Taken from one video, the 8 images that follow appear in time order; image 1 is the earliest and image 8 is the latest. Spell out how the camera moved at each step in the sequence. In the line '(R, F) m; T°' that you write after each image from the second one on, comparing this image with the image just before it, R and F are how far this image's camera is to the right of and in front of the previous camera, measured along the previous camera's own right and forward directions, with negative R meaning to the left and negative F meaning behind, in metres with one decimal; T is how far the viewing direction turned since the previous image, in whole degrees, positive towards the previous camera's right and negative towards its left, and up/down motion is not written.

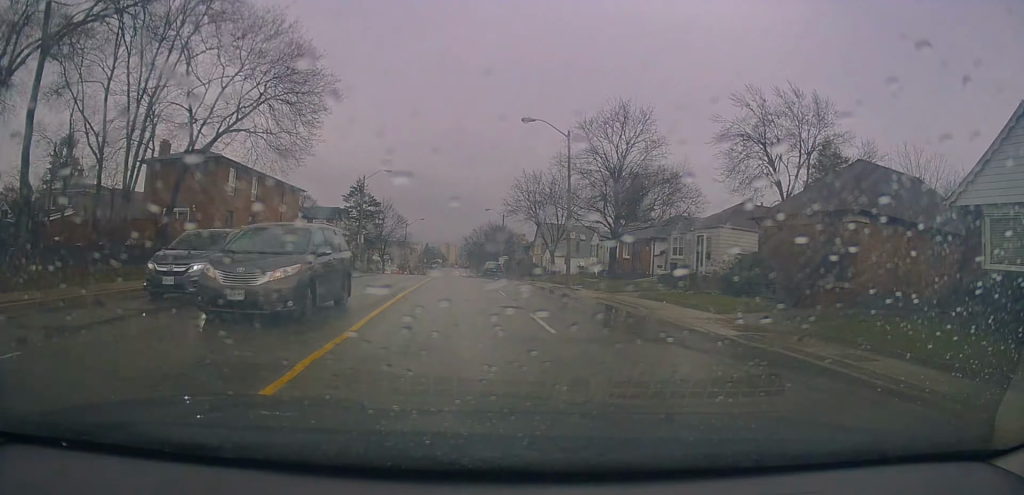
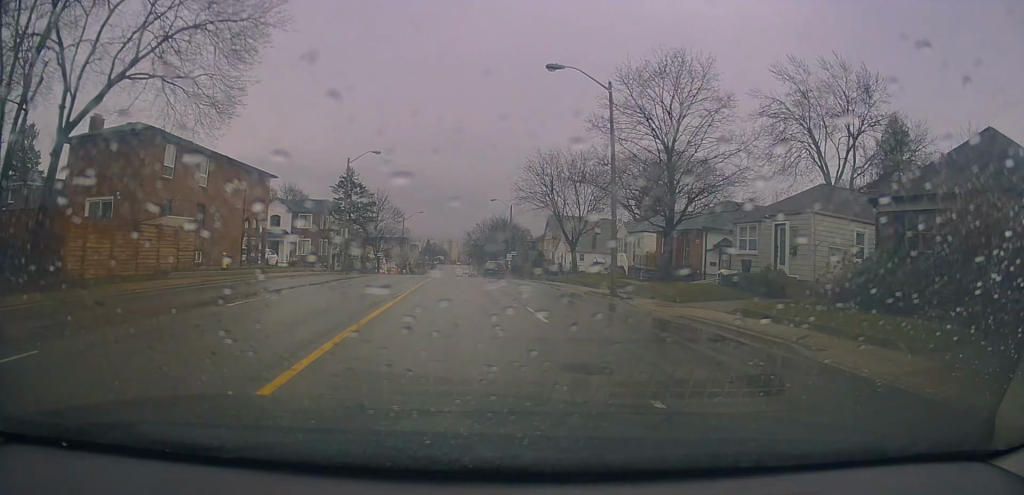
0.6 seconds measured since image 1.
(0.0, +8.2) m; 0°
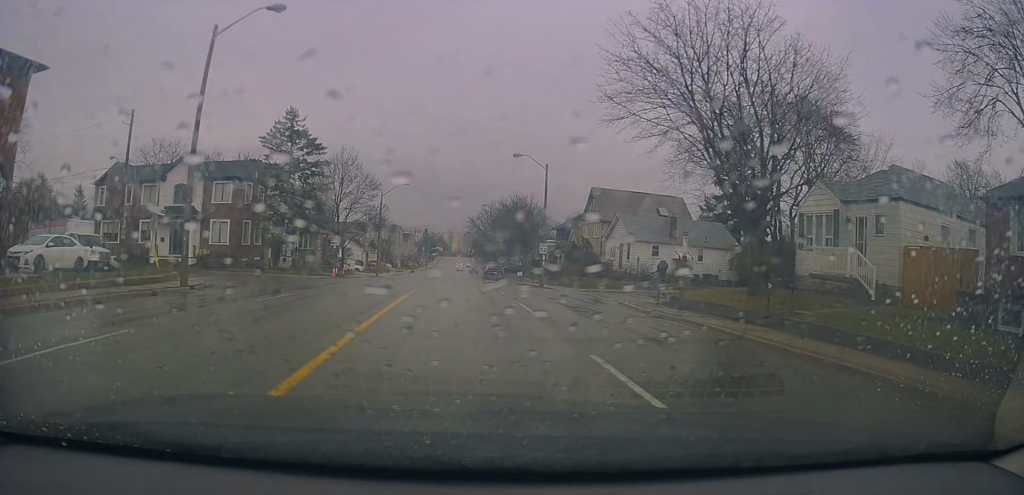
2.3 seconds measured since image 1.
(-0.6, +28.3) m; -2°
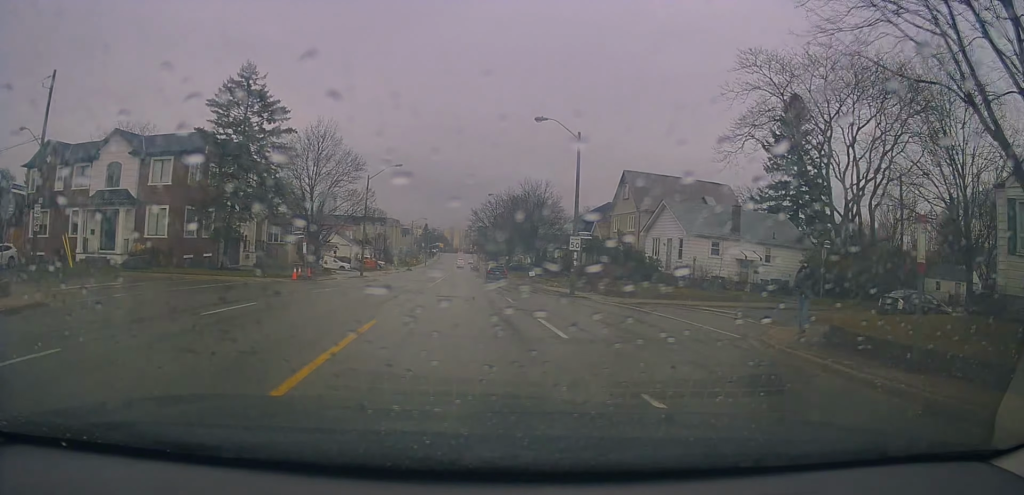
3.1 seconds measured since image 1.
(0.0, +12.9) m; +1°
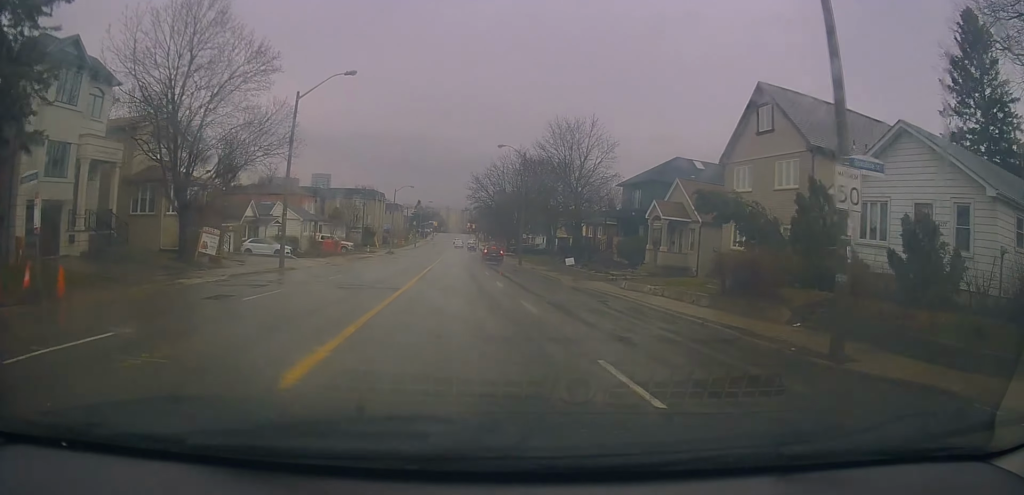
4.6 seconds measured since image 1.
(+0.6, +24.2) m; +2°
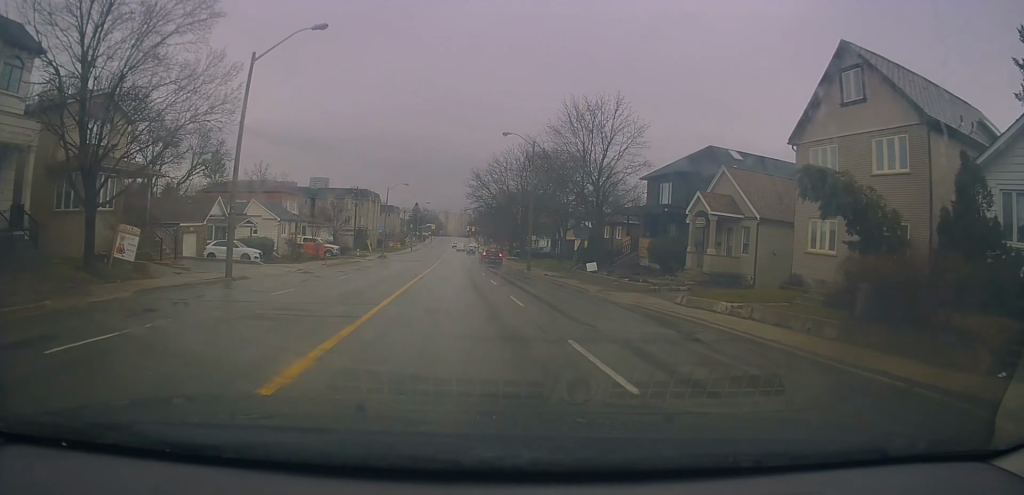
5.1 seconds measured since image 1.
(0.0, +6.9) m; 0°
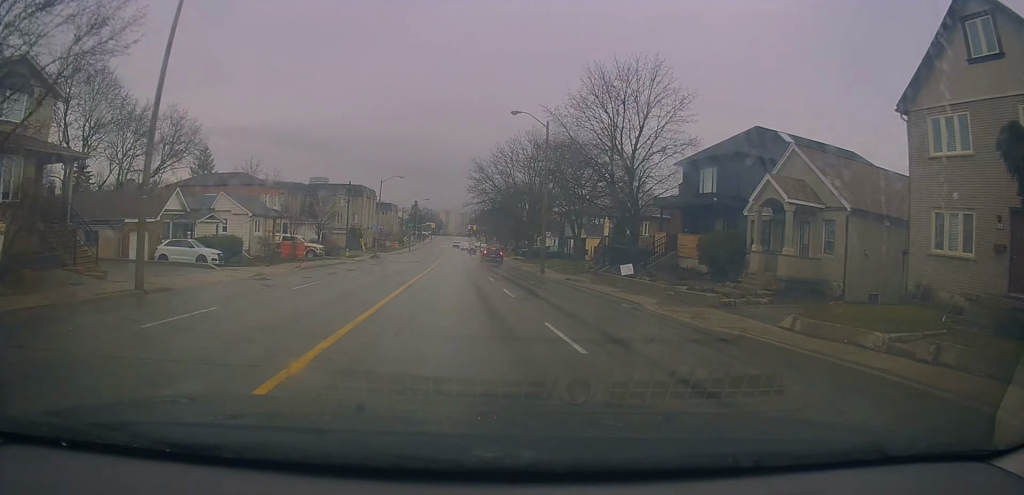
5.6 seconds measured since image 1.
(0.0, +7.0) m; 0°
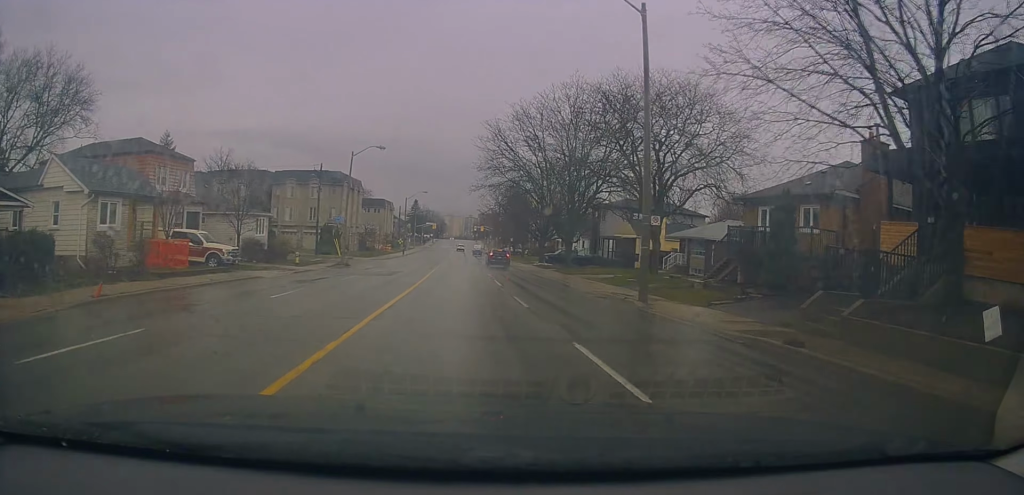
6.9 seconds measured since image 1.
(-0.3, +18.3) m; -2°
